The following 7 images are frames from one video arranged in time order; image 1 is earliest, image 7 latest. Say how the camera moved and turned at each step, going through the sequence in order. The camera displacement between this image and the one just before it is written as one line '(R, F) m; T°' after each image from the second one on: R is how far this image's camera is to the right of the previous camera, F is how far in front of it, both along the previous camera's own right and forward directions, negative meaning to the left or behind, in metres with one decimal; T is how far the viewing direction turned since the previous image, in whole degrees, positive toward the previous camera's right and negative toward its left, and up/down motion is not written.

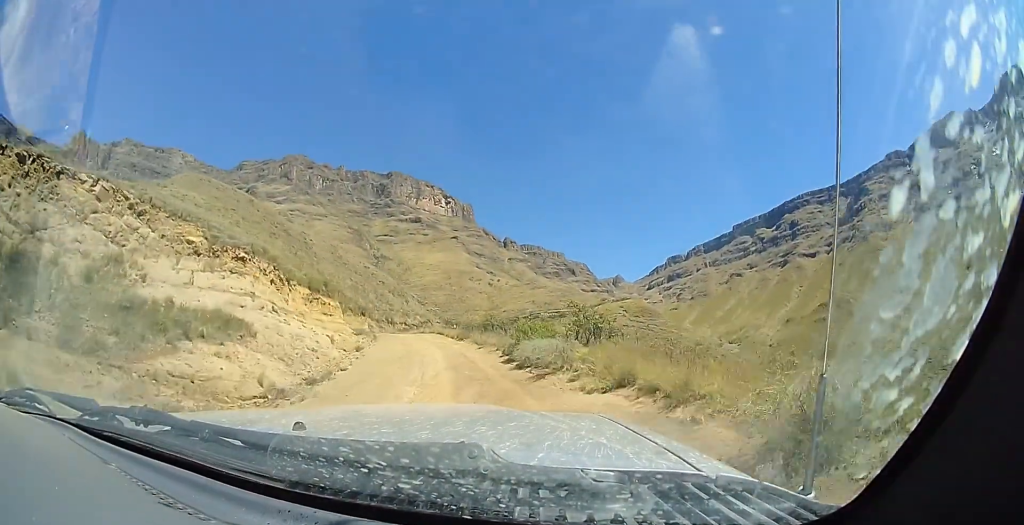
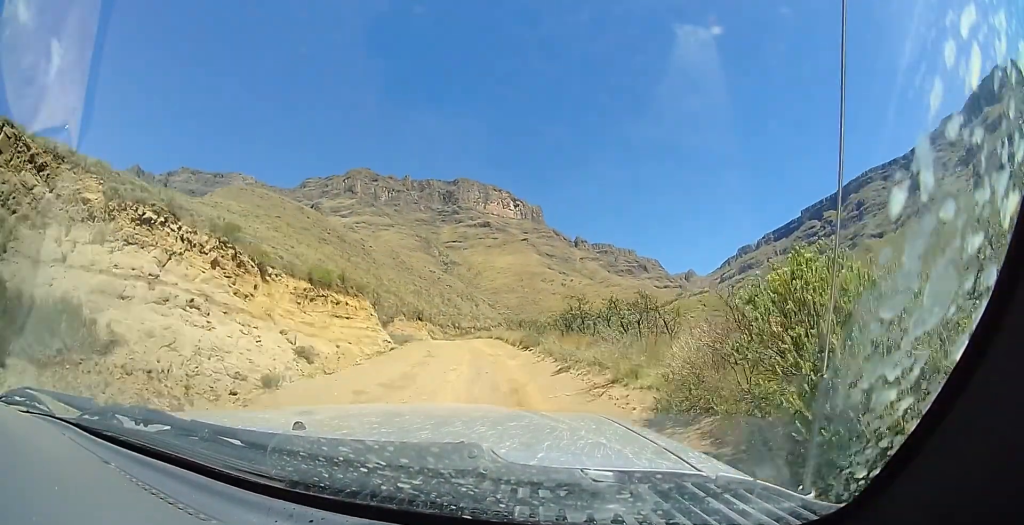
(-0.2, +12.0) m; -2°
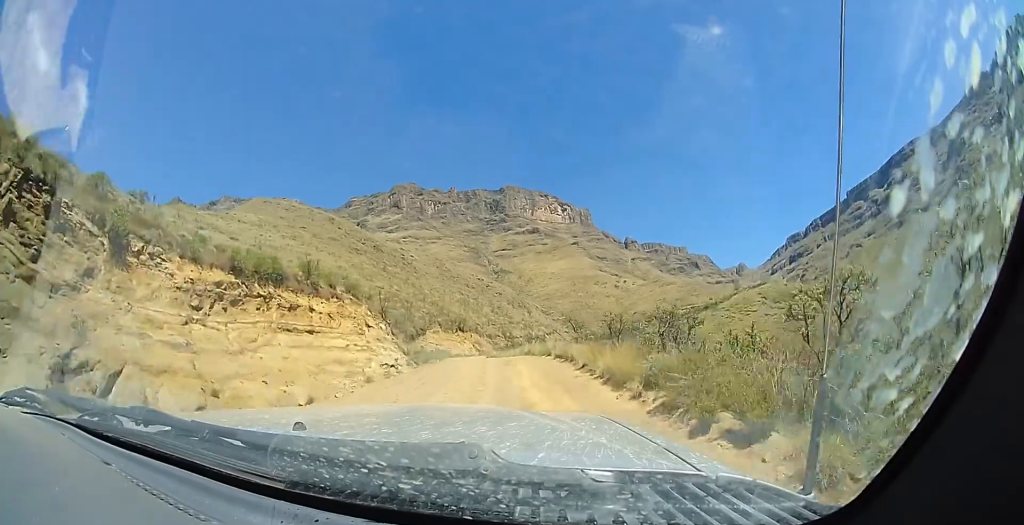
(-0.3, +12.9) m; -2°
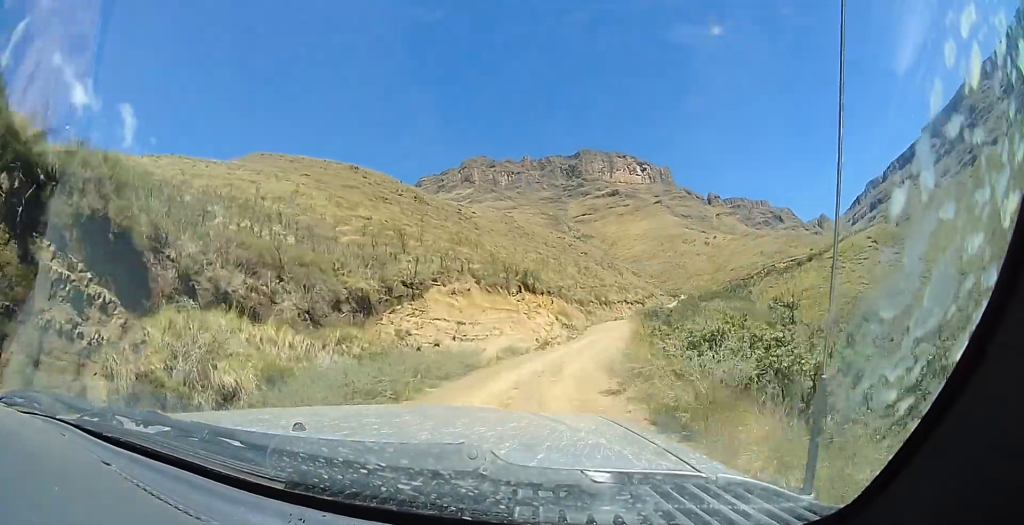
(-1.5, +34.3) m; +3°
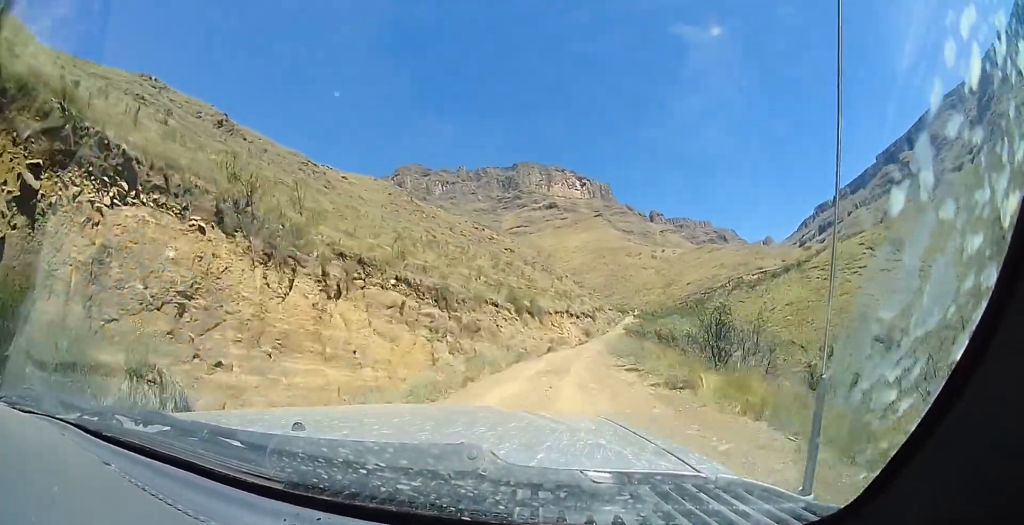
(+4.4, +42.8) m; +7°
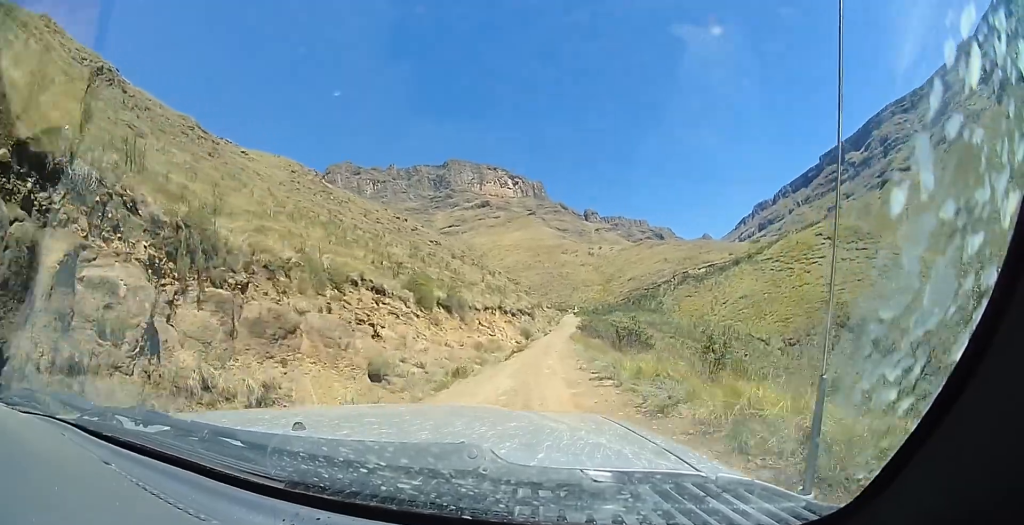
(+0.3, +13.4) m; +4°
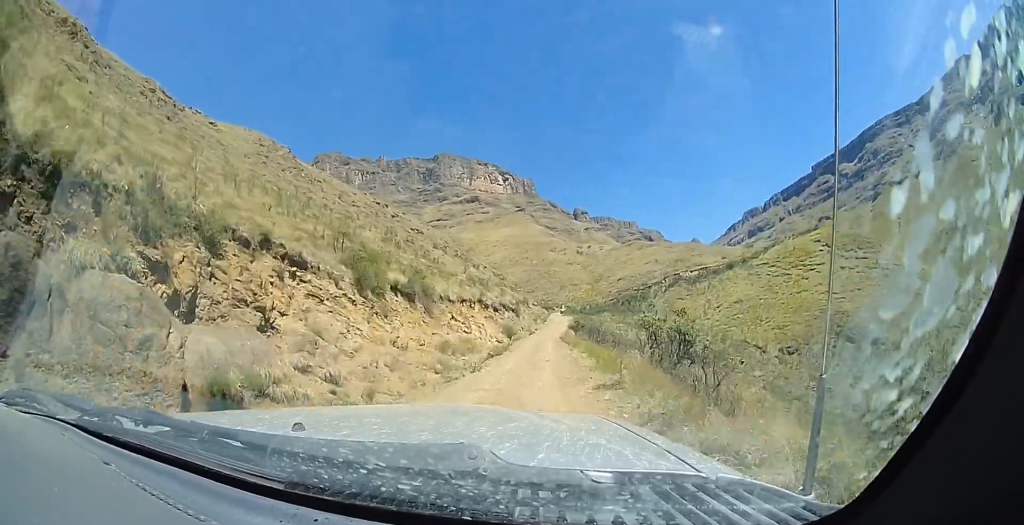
(-0.2, +6.8) m; +2°
